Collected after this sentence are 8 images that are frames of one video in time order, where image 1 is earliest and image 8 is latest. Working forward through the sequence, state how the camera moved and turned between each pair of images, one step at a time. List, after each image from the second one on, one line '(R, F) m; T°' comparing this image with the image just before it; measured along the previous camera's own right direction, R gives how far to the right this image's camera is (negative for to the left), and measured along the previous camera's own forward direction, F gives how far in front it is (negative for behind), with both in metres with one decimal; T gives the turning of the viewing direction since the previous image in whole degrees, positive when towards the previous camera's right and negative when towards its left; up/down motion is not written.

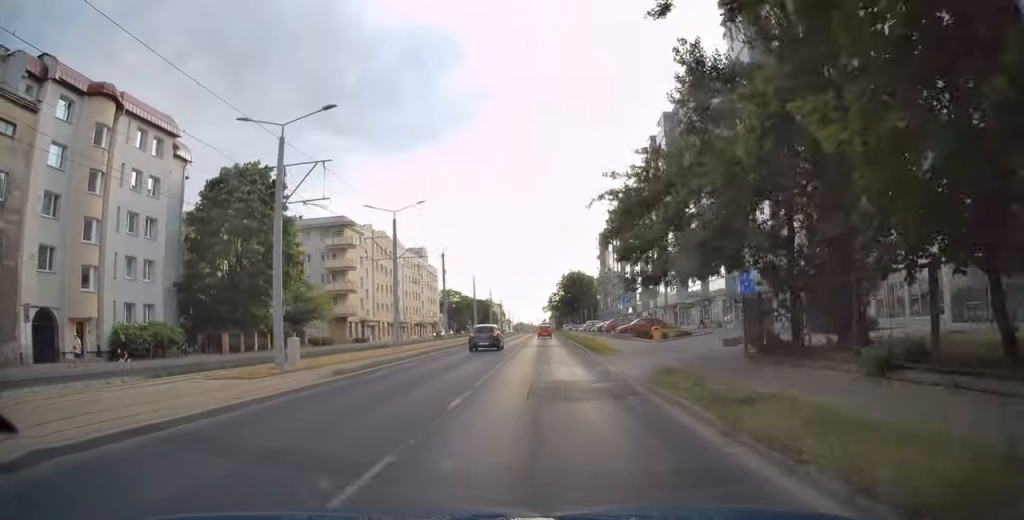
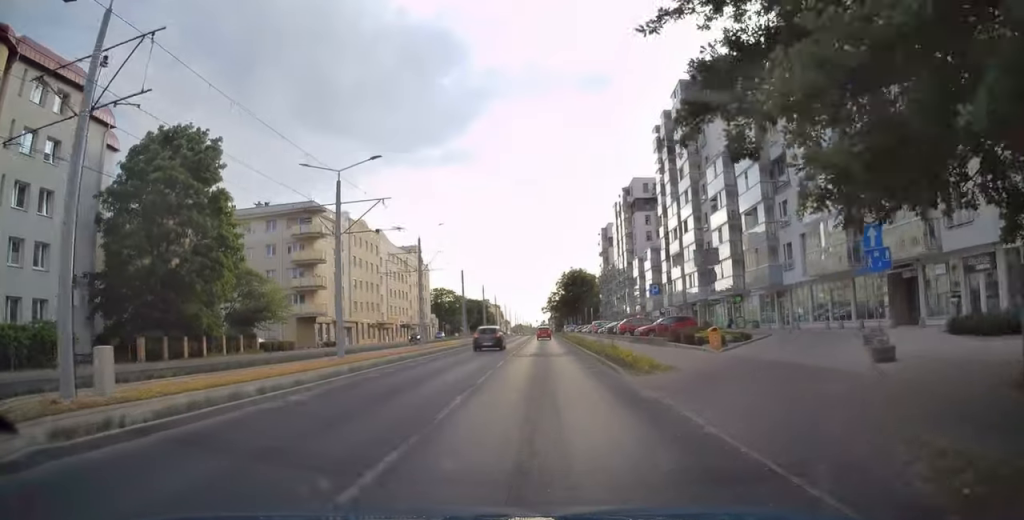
(-0.3, +11.0) m; 0°
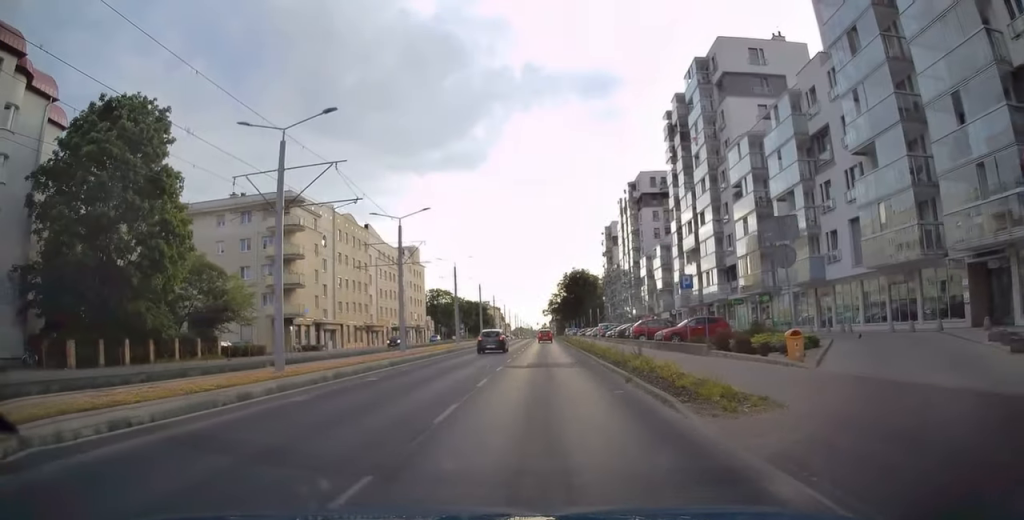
(+0.2, +6.8) m; 0°
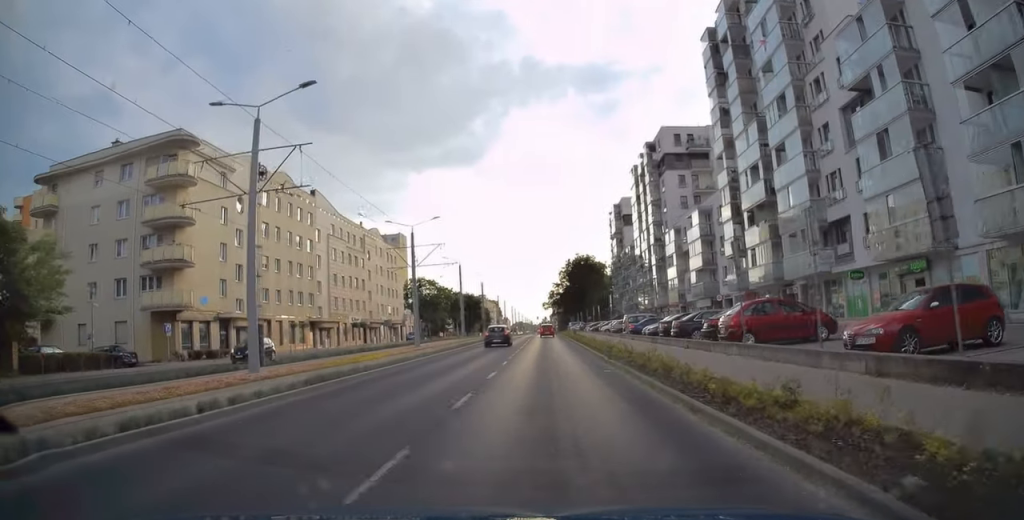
(+0.1, +21.2) m; 0°
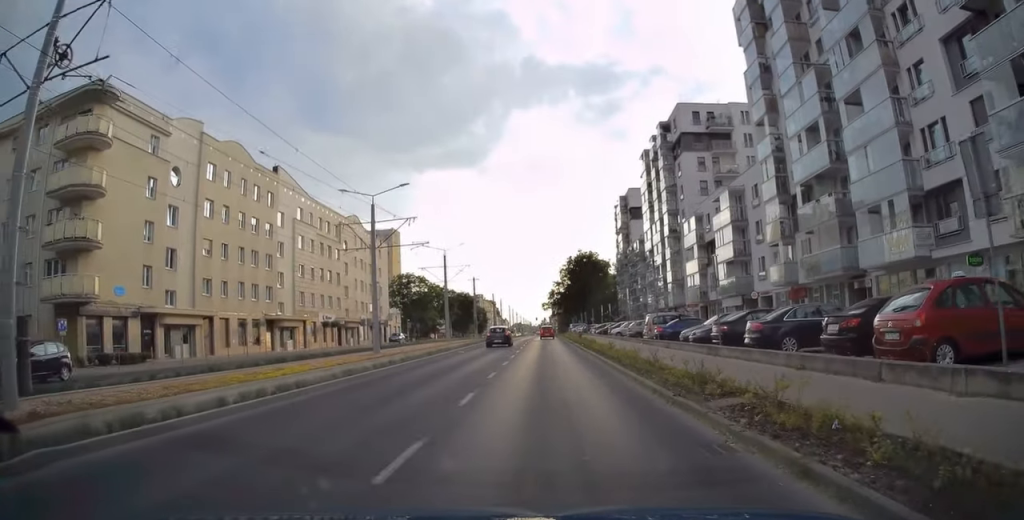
(0.0, +10.5) m; 0°
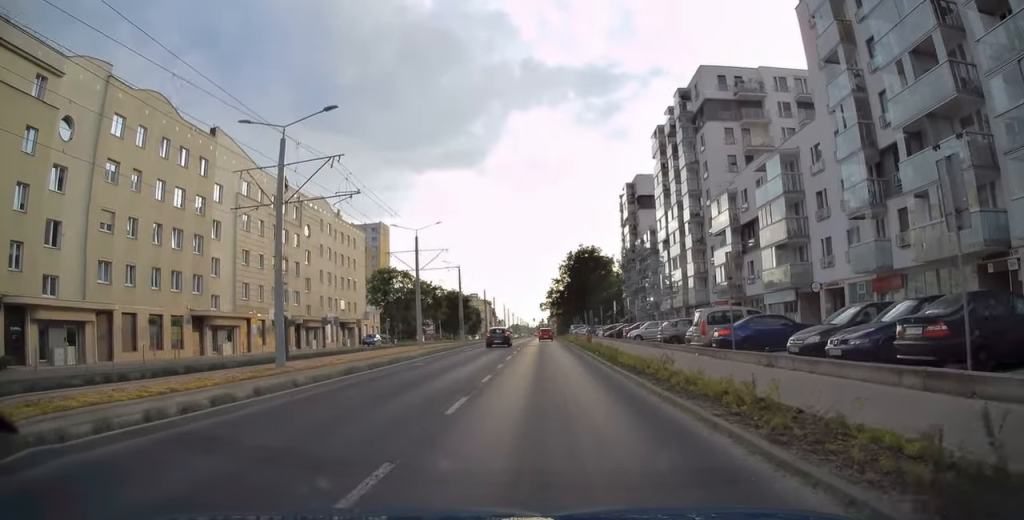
(0.0, +12.4) m; +1°
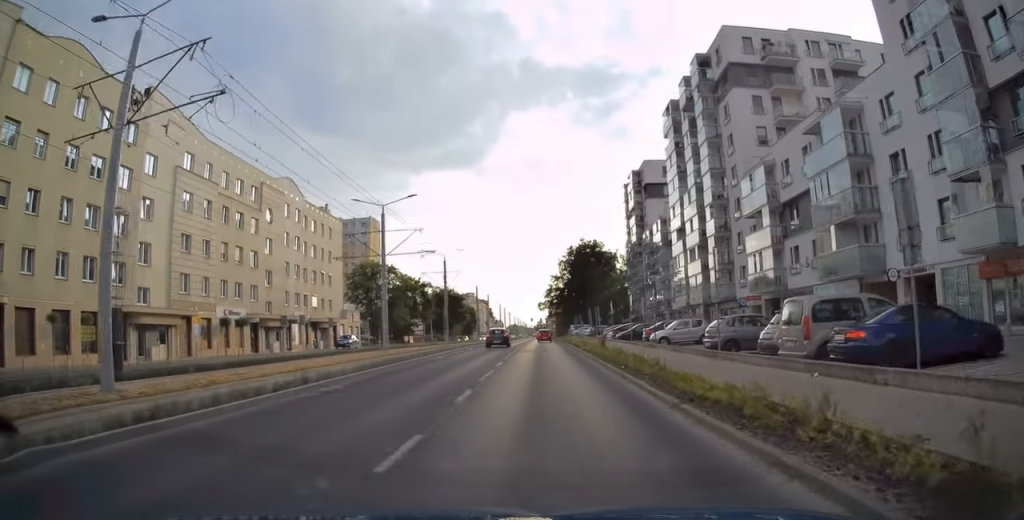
(+0.1, +9.5) m; 0°
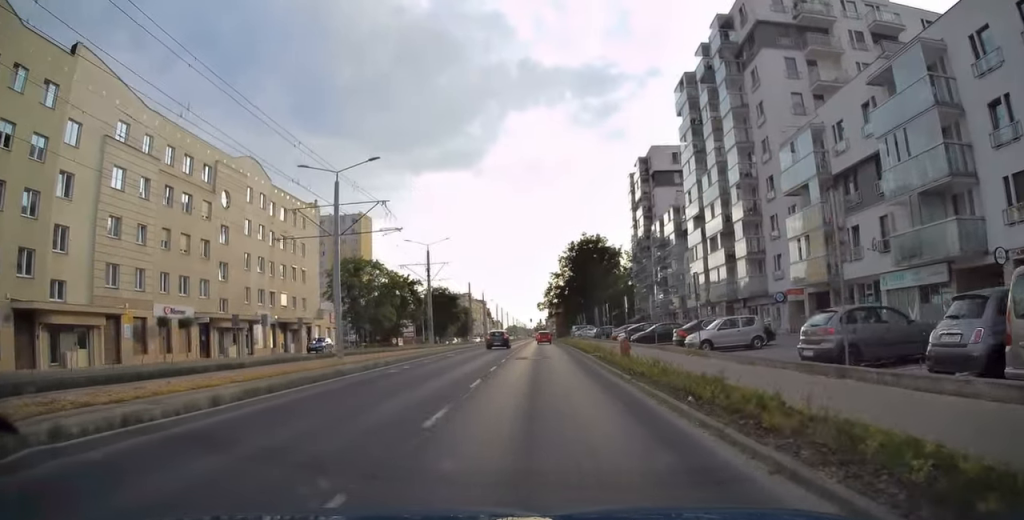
(0.0, +8.5) m; -1°
